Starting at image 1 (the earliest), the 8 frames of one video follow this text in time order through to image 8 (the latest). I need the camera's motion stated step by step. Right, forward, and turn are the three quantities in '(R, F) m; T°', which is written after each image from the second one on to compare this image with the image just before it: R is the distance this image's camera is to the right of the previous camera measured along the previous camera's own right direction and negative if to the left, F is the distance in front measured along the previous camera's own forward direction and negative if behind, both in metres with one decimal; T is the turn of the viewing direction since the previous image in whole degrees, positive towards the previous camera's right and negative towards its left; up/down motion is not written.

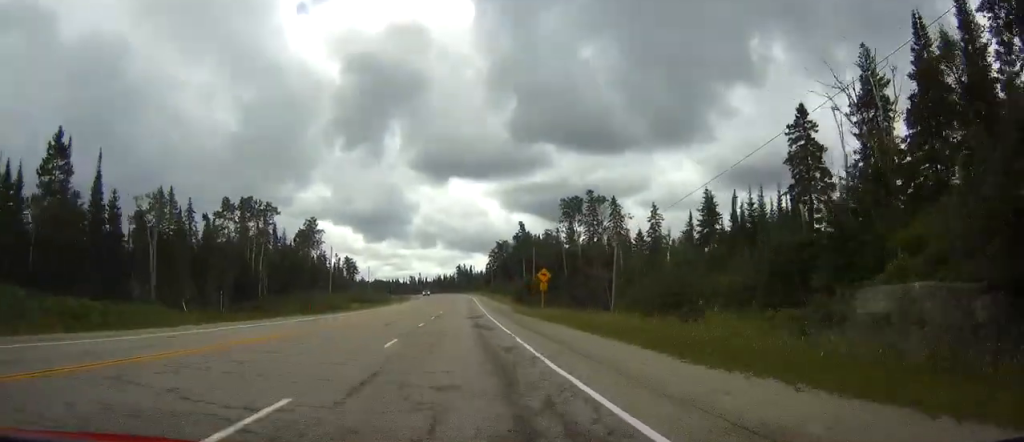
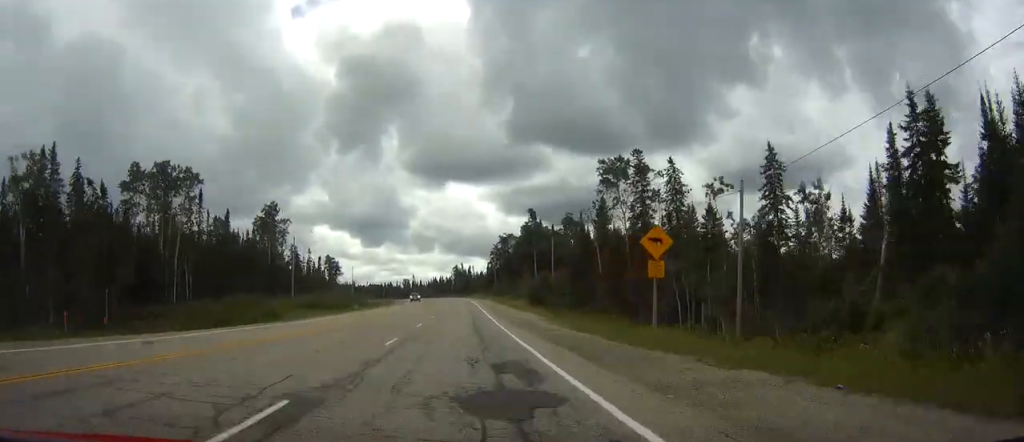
(0.0, +35.1) m; 0°
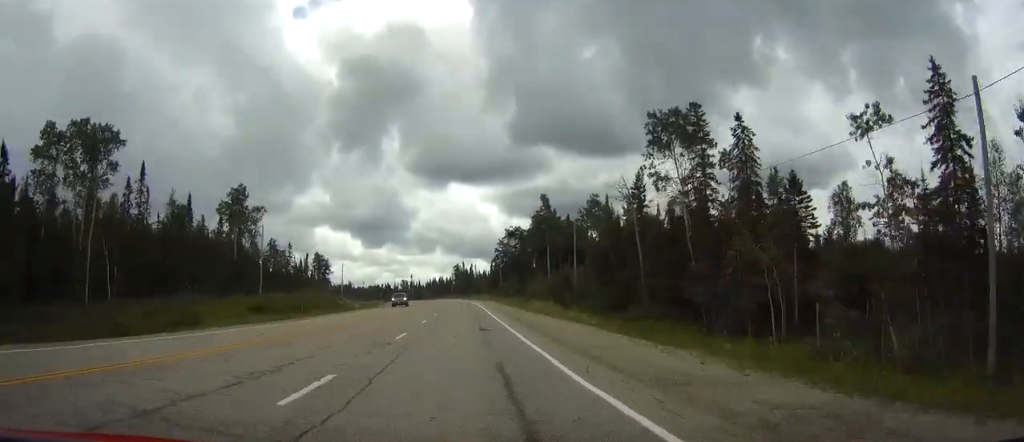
(0.0, +21.8) m; 0°
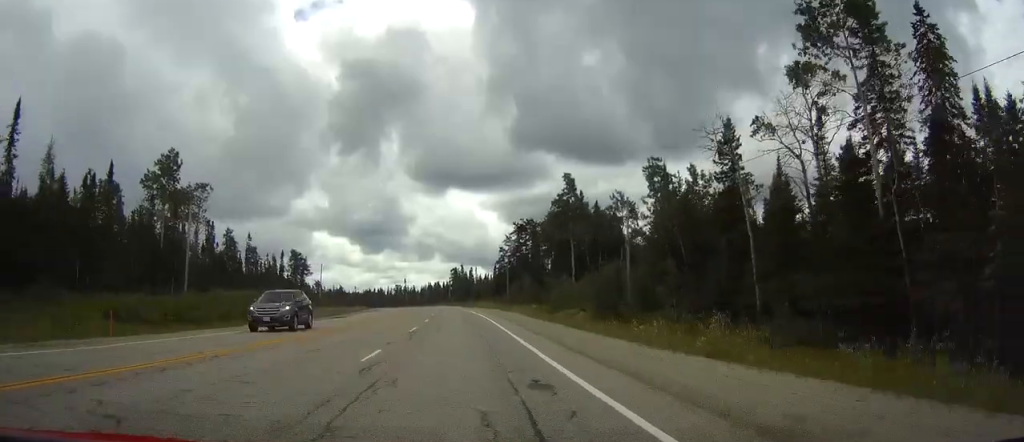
(0.0, +30.3) m; 0°
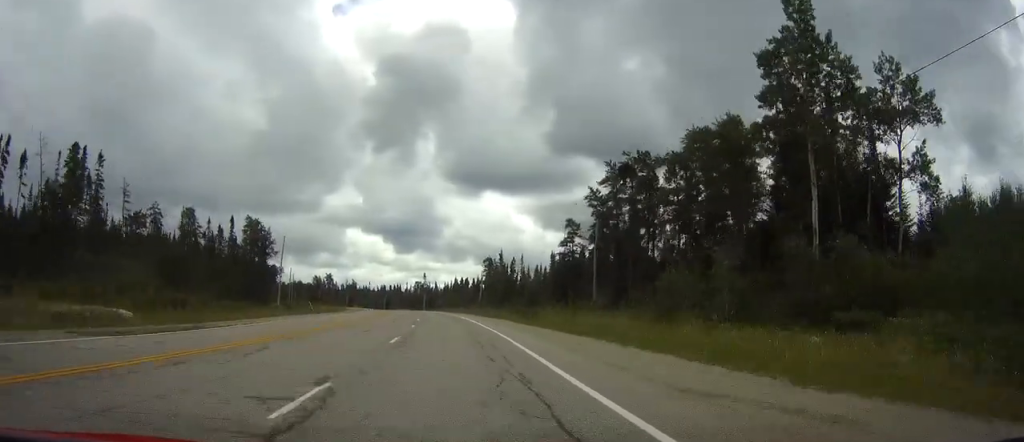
(-1.2, +66.7) m; -3°
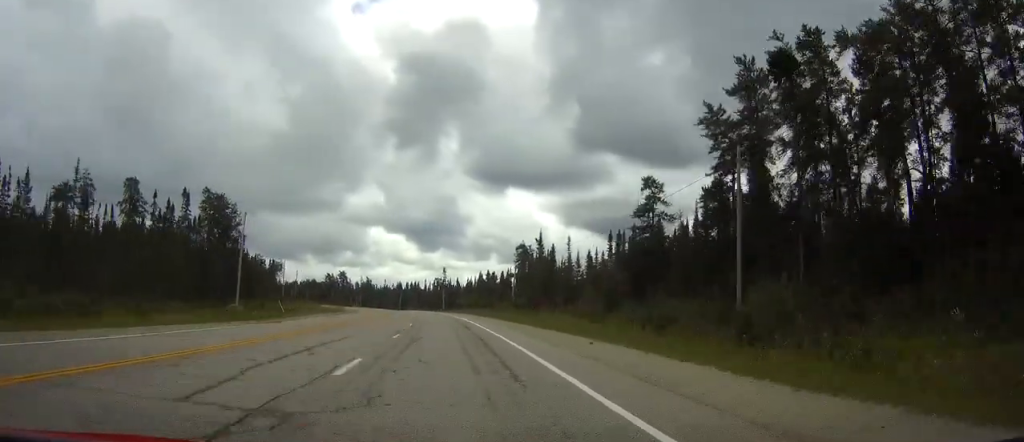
(-0.6, +33.2) m; -2°
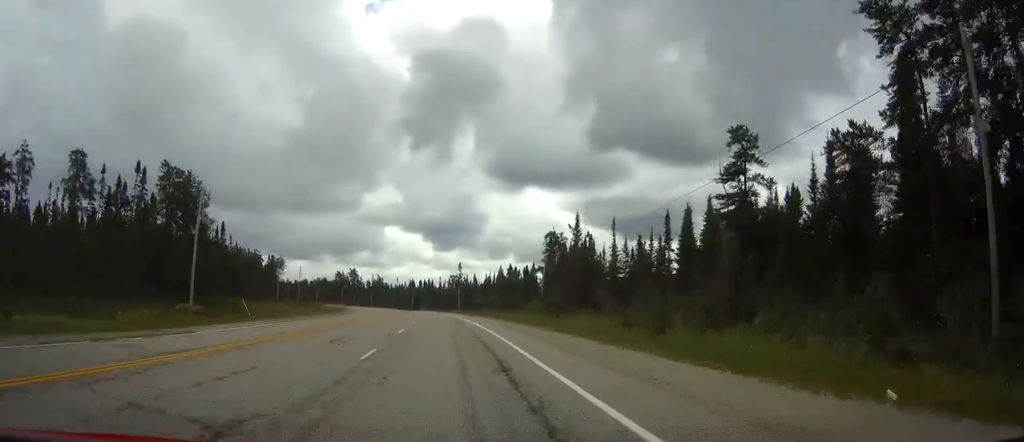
(-0.2, +20.3) m; -1°
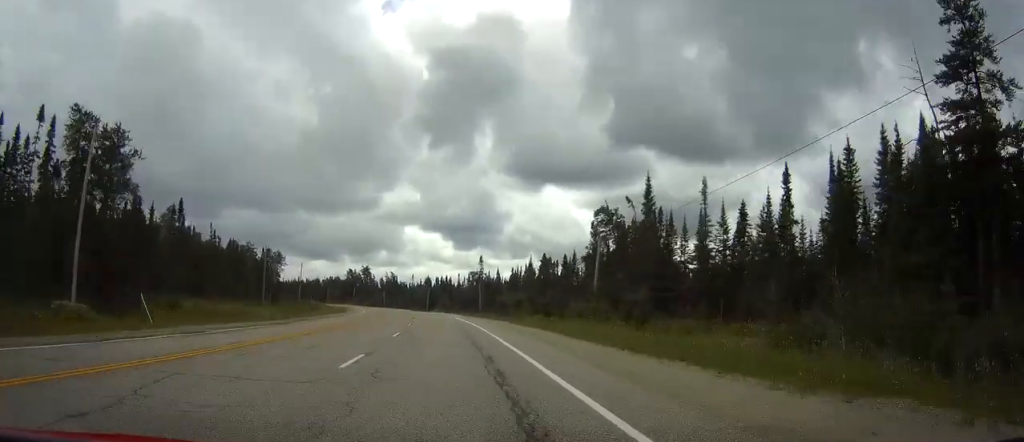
(-0.4, +25.7) m; -2°
